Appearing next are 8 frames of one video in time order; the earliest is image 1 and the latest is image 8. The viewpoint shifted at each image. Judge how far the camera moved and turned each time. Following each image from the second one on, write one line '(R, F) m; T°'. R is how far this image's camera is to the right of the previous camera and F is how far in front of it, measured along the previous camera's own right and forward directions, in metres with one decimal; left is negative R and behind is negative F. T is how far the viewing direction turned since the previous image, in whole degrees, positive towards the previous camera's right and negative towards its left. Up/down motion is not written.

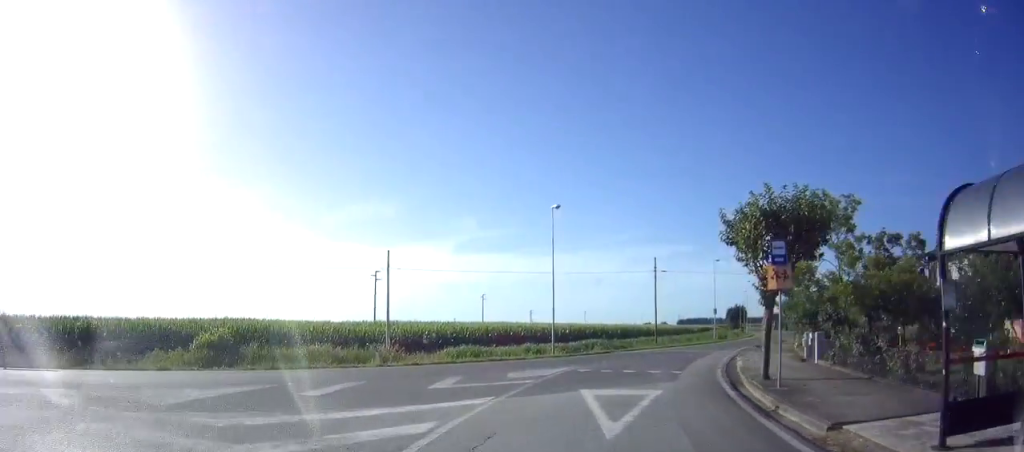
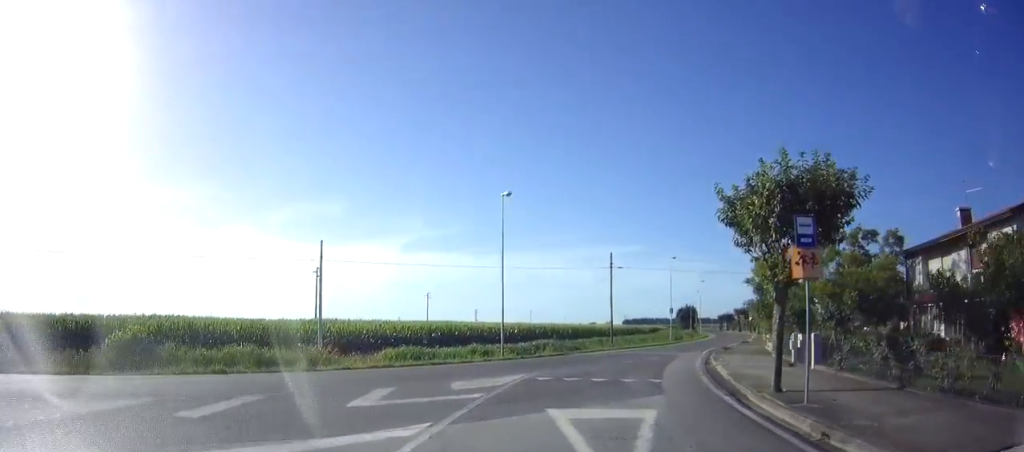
(+0.2, +3.2) m; +6°
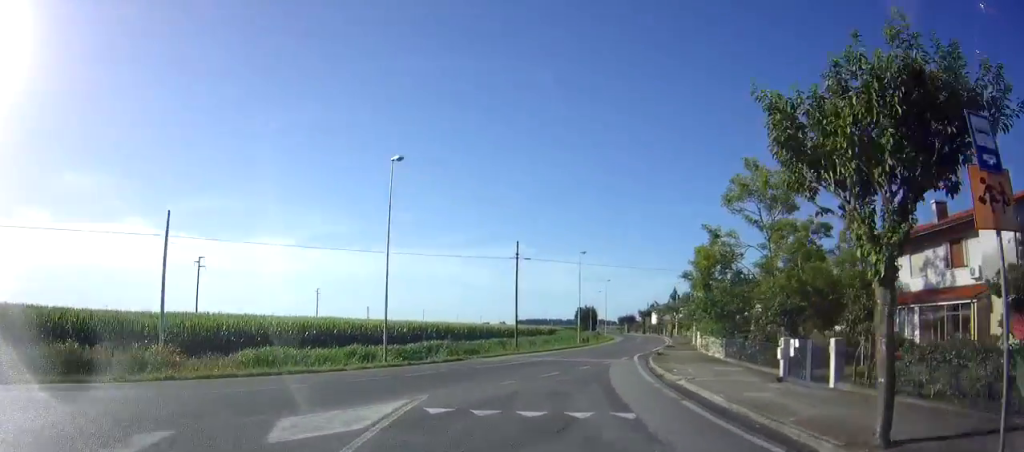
(+0.7, +6.5) m; +10°
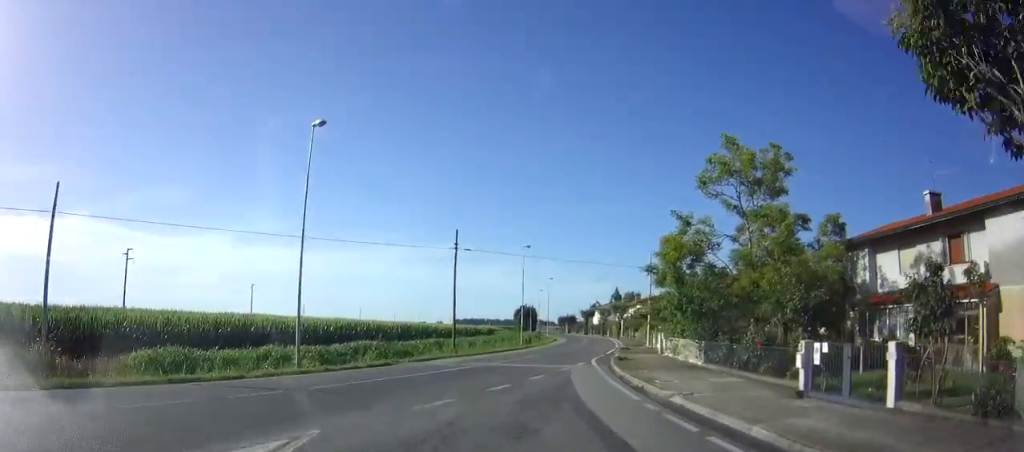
(+0.2, +4.0) m; +5°
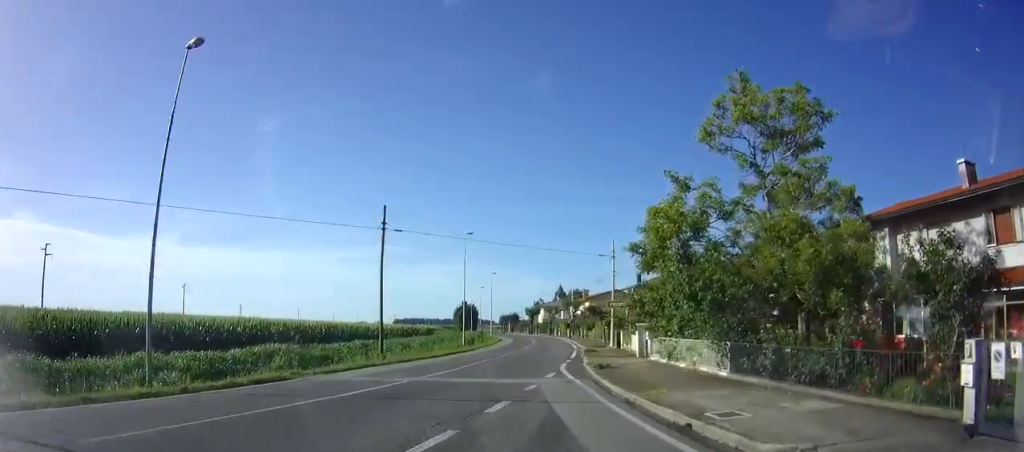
(+0.4, +6.5) m; +5°
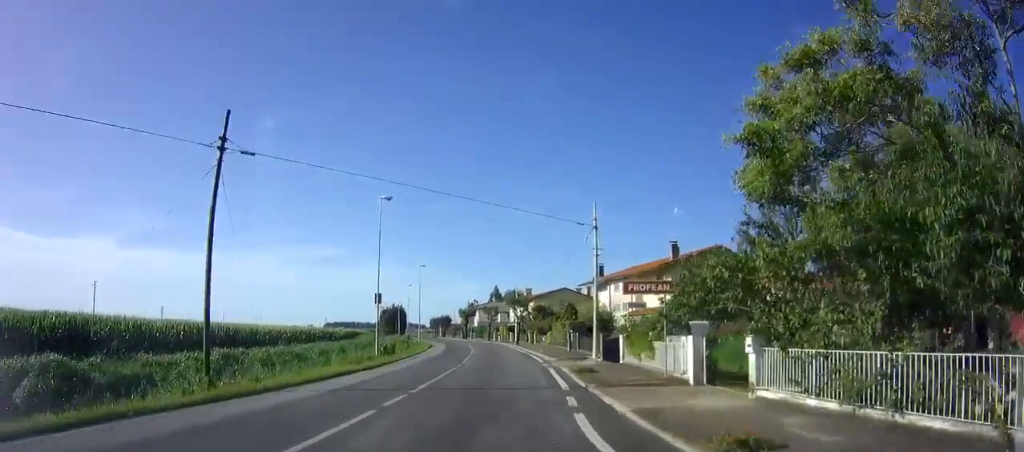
(+0.8, +12.5) m; +6°
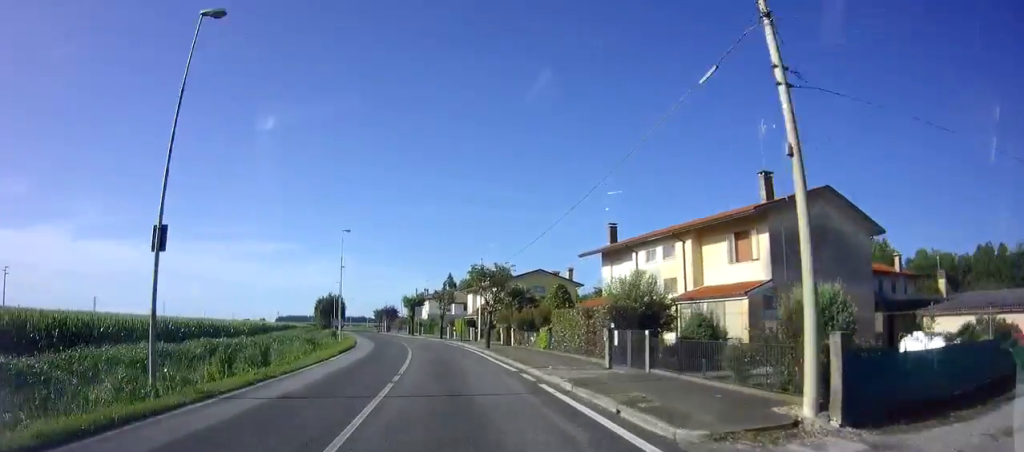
(+0.8, +19.3) m; +2°
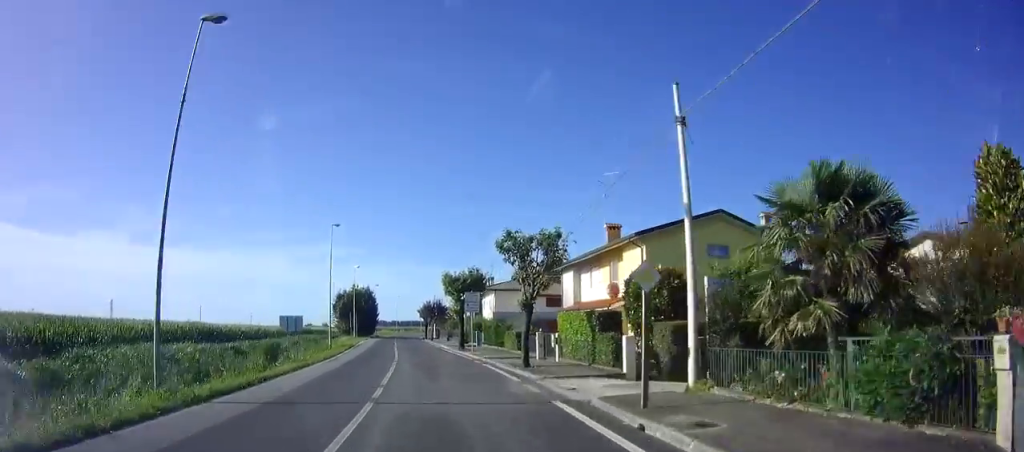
(-2.1, +32.7) m; -8°
